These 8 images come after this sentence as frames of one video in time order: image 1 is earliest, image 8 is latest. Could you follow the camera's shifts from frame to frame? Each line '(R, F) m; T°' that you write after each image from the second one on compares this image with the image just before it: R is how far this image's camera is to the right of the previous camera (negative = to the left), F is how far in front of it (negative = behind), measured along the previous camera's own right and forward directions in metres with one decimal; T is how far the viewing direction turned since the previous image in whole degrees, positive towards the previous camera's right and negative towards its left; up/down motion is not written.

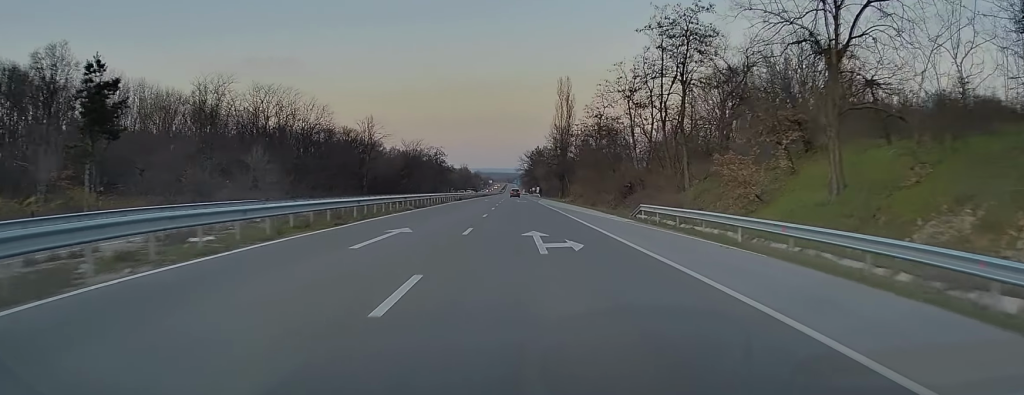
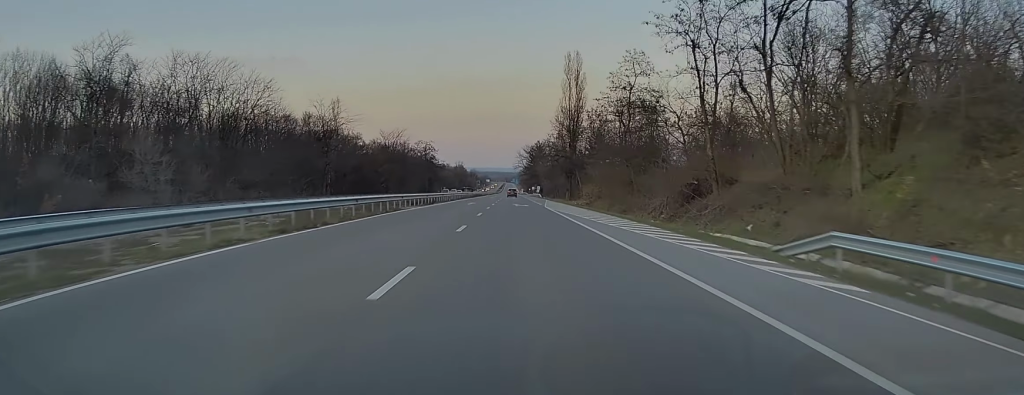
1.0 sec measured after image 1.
(+0.1, +23.3) m; 0°
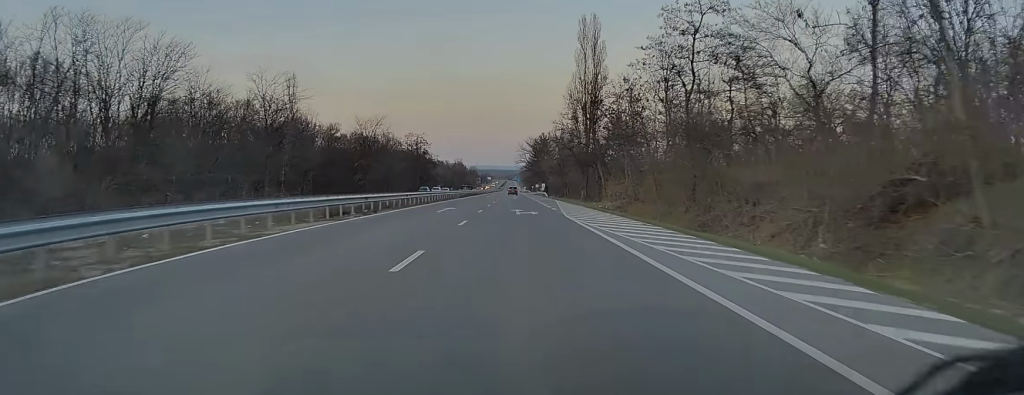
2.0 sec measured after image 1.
(-0.1, +21.8) m; 0°
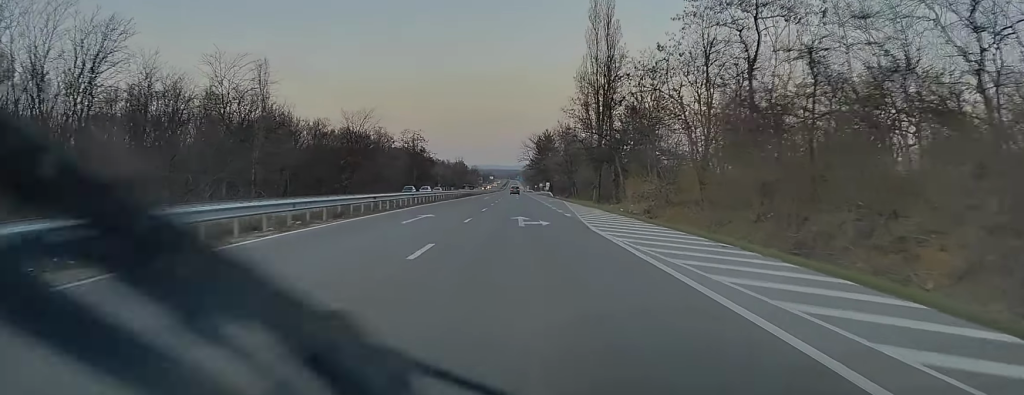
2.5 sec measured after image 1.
(-0.1, +10.5) m; 0°
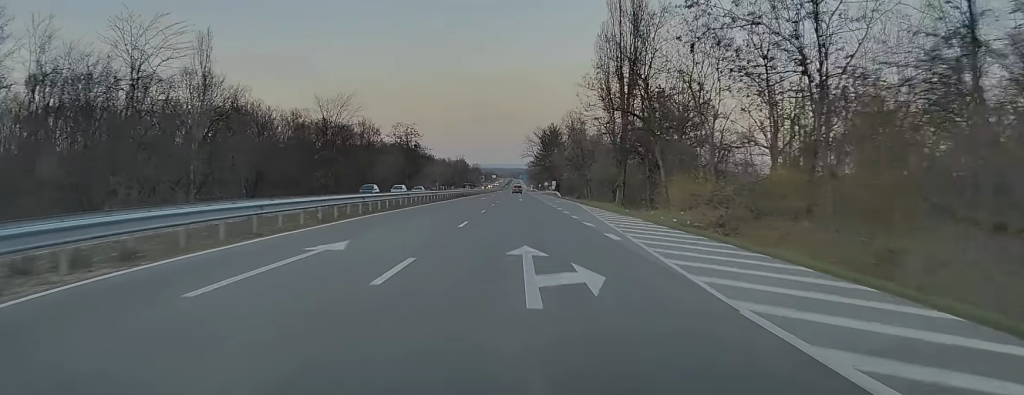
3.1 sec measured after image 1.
(+0.1, +15.0) m; 0°
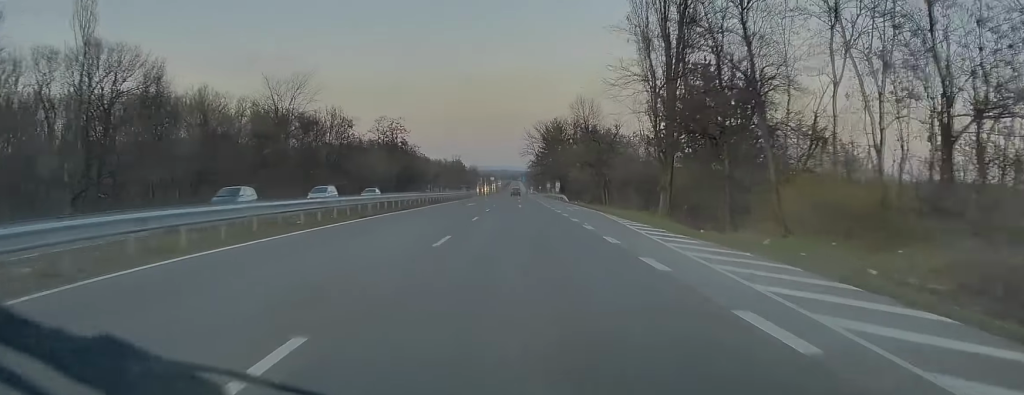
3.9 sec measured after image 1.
(-0.1, +18.0) m; 0°
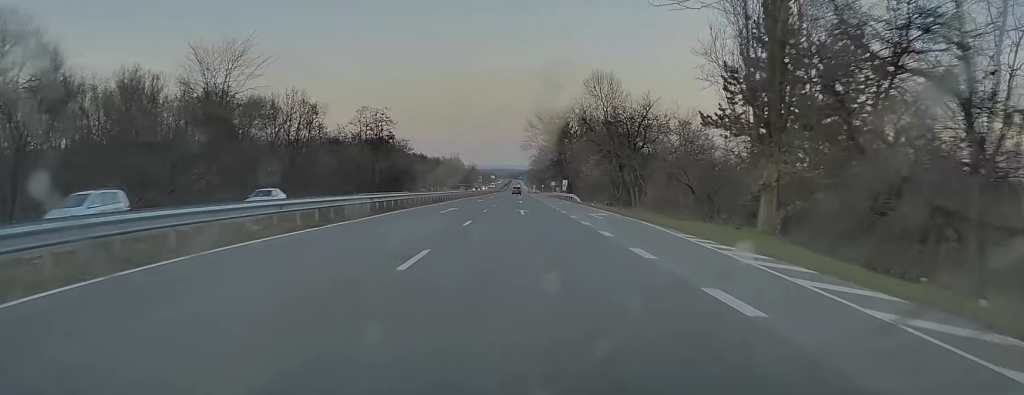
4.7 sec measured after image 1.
(-0.1, +16.6) m; 0°
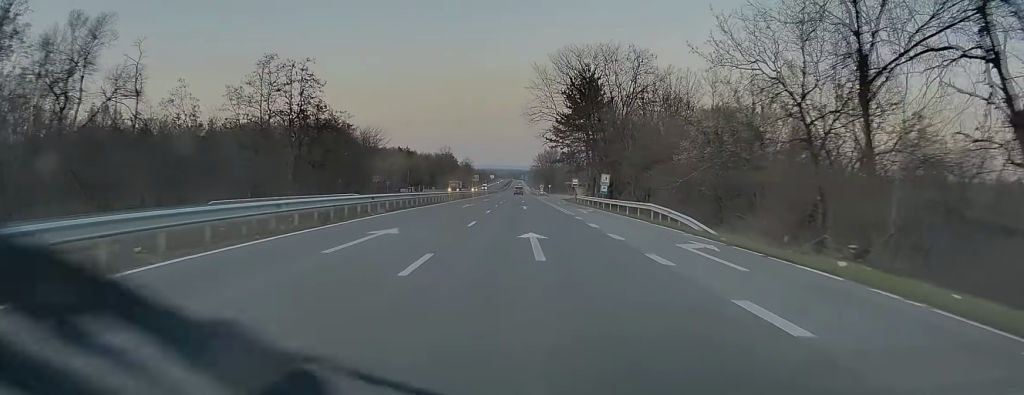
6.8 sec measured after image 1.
(+0.4, +48.7) m; +1°
